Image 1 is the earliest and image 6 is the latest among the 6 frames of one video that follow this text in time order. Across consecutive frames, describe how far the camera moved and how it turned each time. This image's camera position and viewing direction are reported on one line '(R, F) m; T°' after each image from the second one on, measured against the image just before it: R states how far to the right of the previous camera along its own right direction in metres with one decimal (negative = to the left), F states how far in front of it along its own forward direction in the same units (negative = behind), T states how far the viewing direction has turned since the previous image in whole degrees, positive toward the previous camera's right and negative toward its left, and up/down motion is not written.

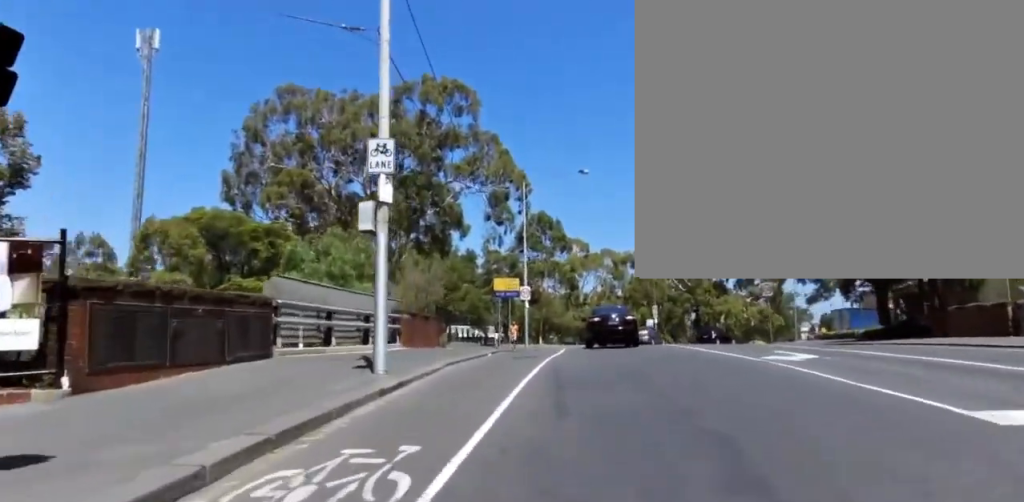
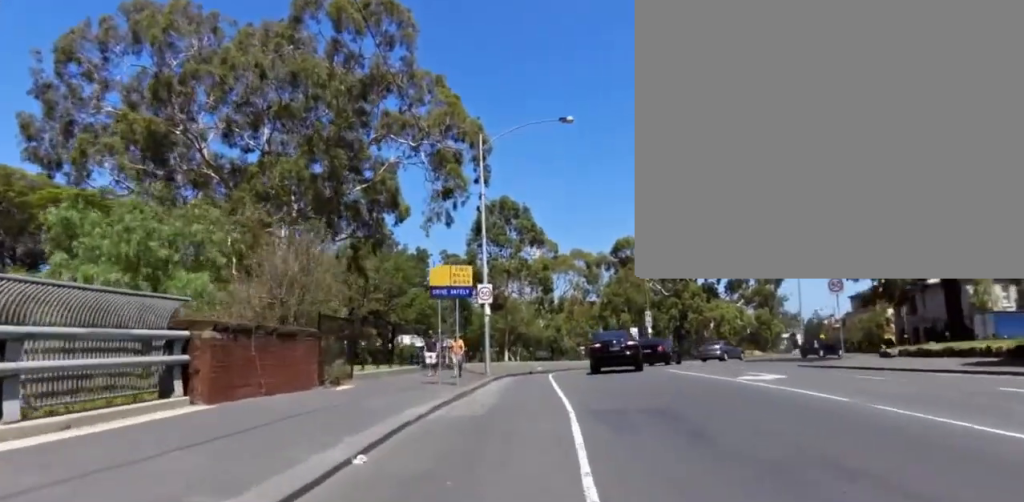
(-0.6, +11.4) m; -1°
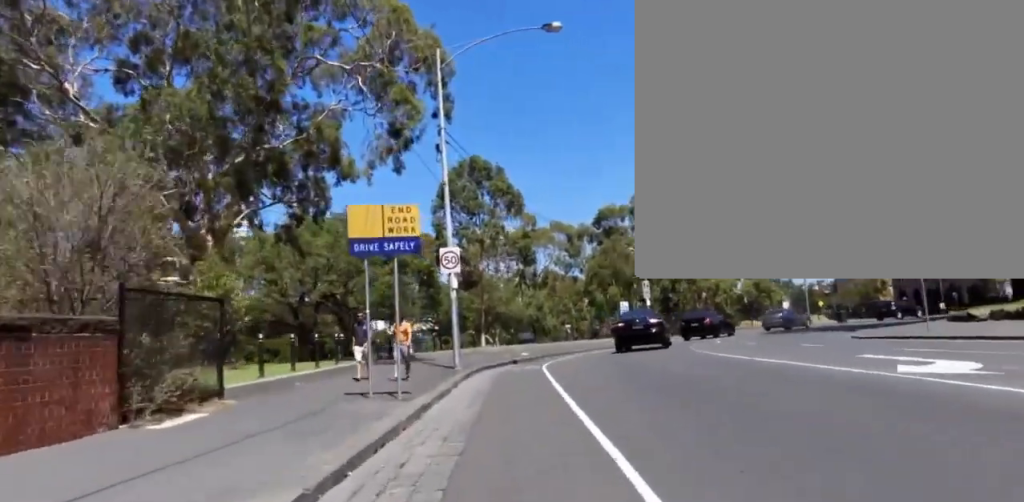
(+0.3, +6.1) m; +3°
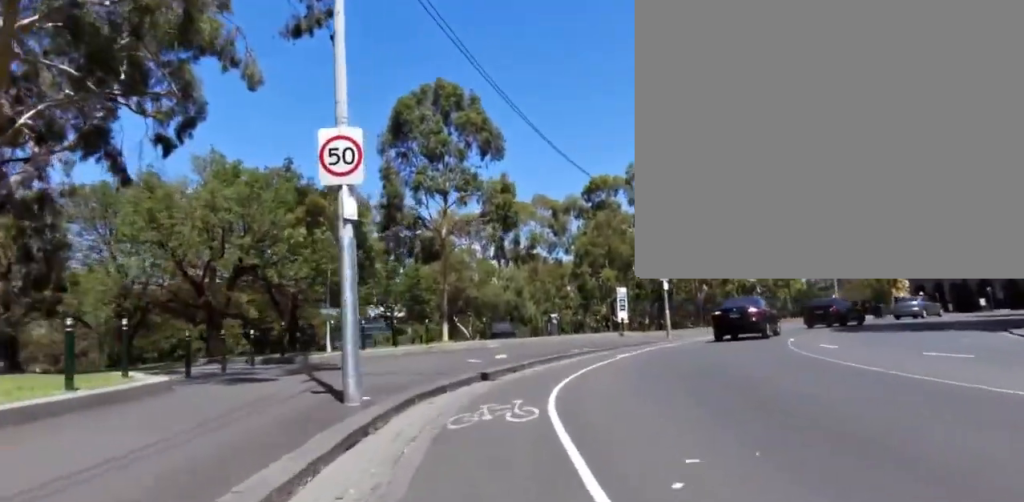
(+0.1, +9.5) m; +4°
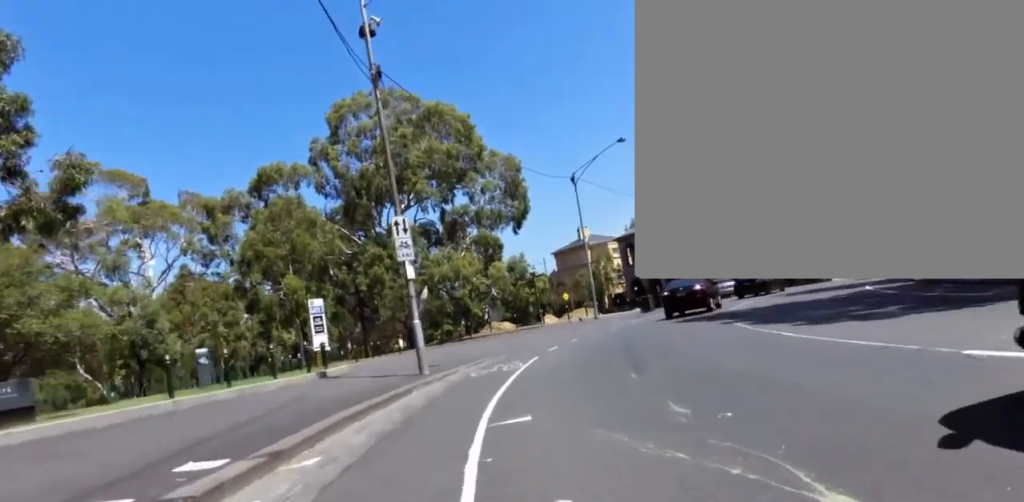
(+3.4, +14.8) m; +25°
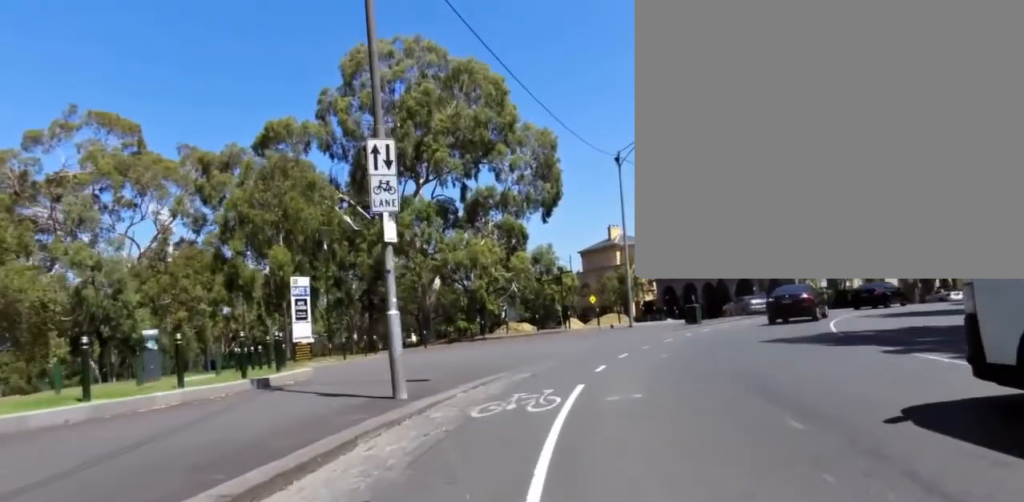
(+0.3, +5.8) m; +8°
